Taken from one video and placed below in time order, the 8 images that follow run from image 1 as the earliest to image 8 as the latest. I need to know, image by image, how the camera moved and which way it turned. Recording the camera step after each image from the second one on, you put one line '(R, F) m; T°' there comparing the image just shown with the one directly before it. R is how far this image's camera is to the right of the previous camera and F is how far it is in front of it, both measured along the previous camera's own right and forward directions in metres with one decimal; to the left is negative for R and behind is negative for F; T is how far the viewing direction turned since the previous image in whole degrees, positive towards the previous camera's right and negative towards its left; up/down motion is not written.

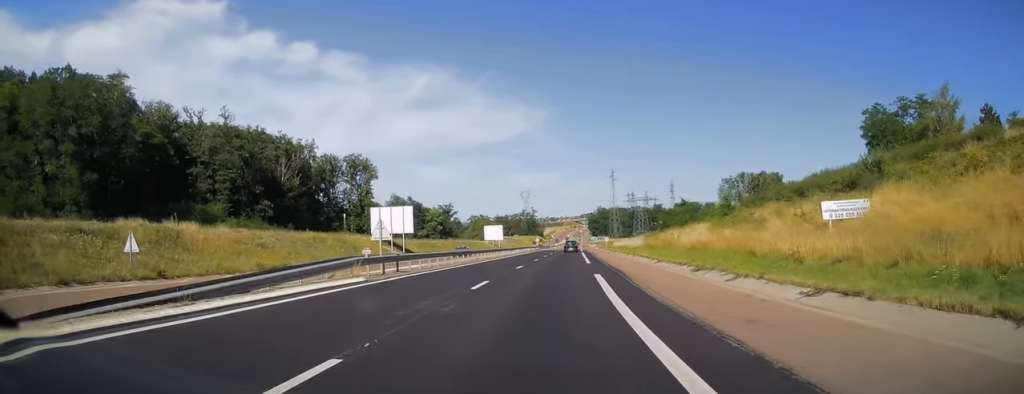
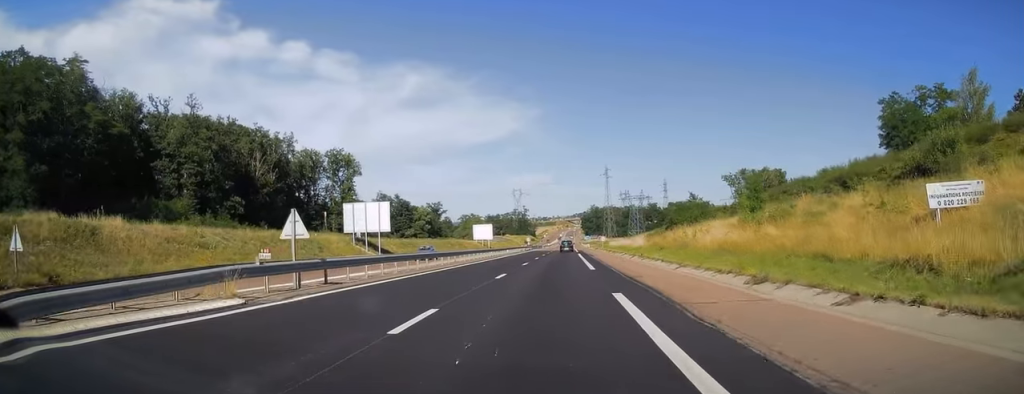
(0.0, +8.4) m; 0°
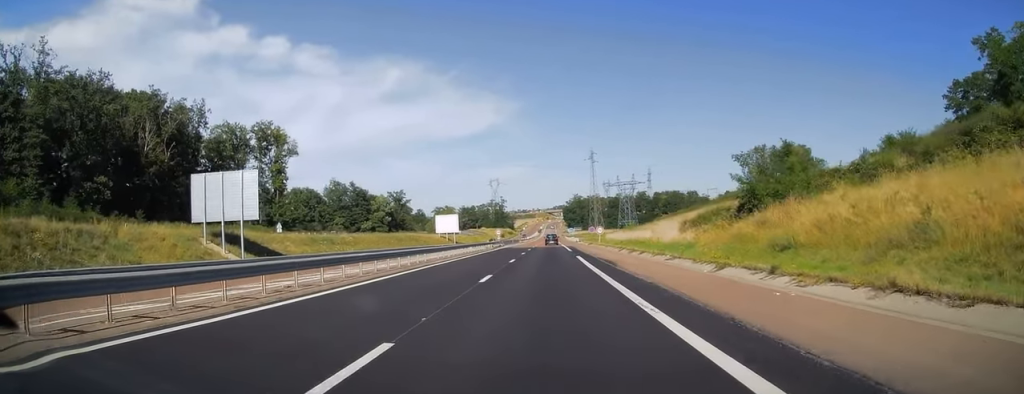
(+0.2, +30.5) m; +1°
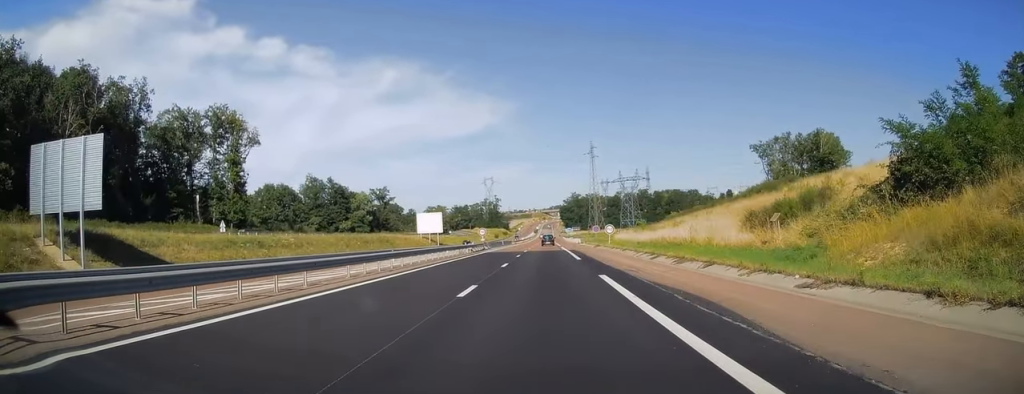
(0.0, +17.4) m; +1°
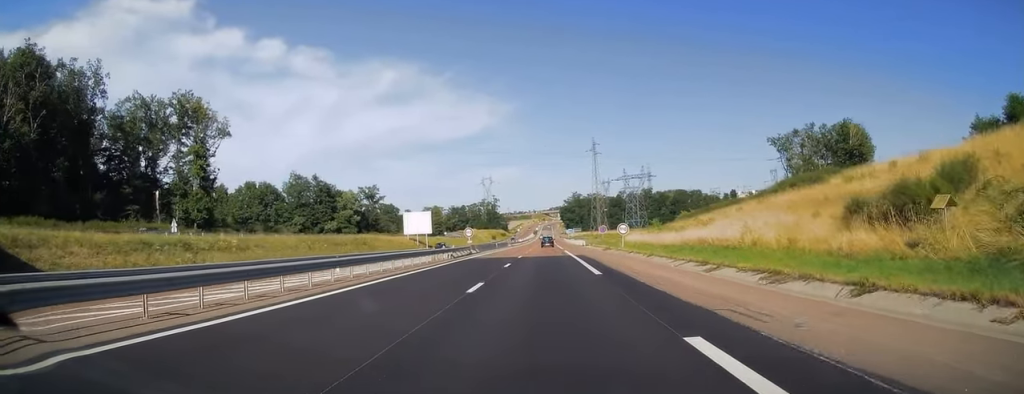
(+0.2, +11.9) m; +1°
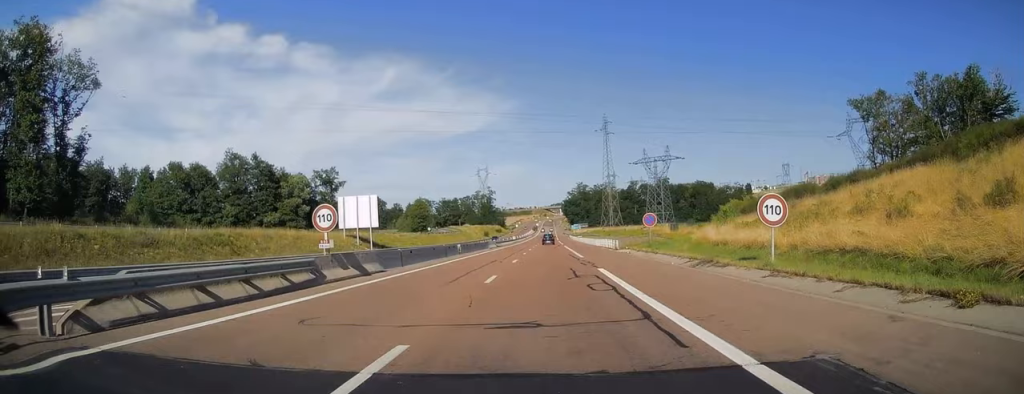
(+0.1, +37.2) m; -1°
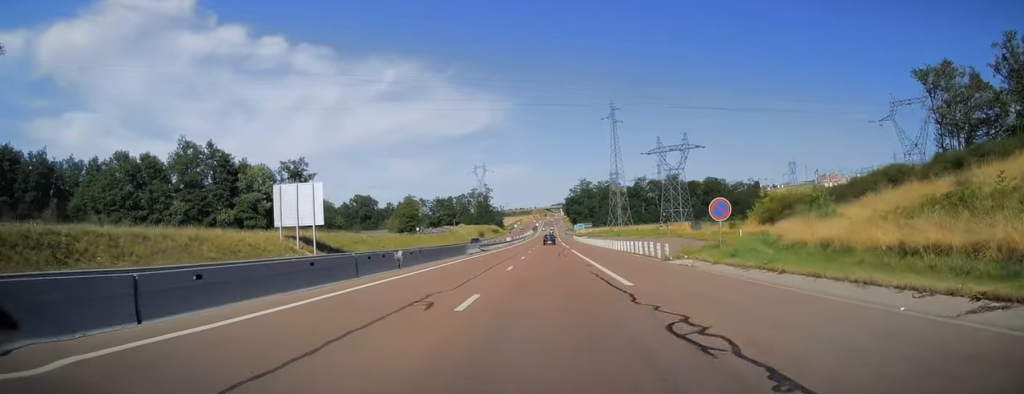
(-0.2, +19.4) m; -1°
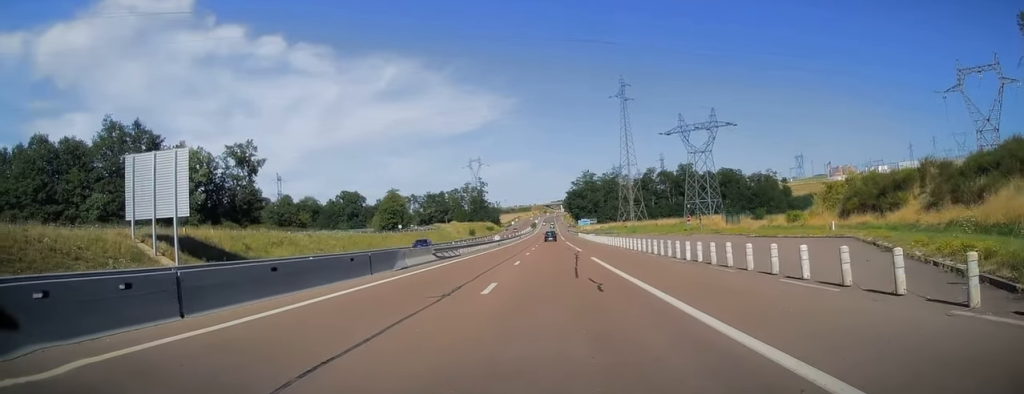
(0.0, +23.4) m; 0°
